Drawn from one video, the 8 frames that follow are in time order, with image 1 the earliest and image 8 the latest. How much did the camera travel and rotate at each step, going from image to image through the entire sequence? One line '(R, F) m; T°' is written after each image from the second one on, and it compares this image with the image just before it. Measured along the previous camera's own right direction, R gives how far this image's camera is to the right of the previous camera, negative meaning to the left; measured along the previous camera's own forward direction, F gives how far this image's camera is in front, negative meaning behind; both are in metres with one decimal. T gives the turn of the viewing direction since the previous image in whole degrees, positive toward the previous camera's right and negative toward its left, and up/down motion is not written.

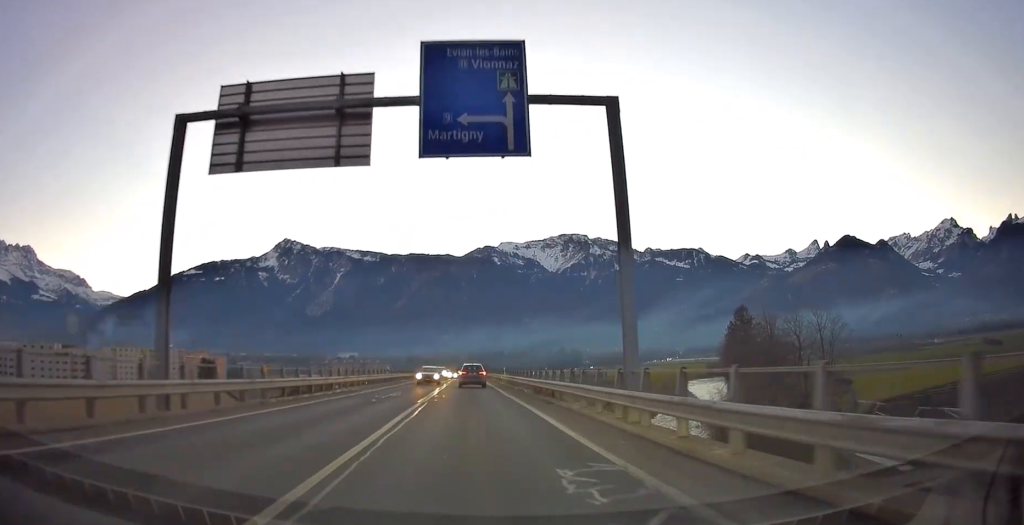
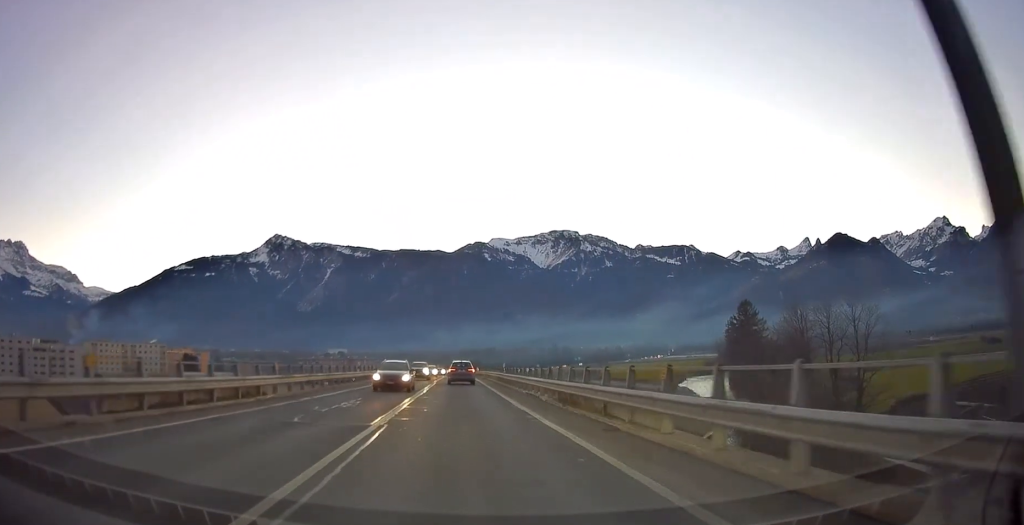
(+0.1, +9.4) m; +1°
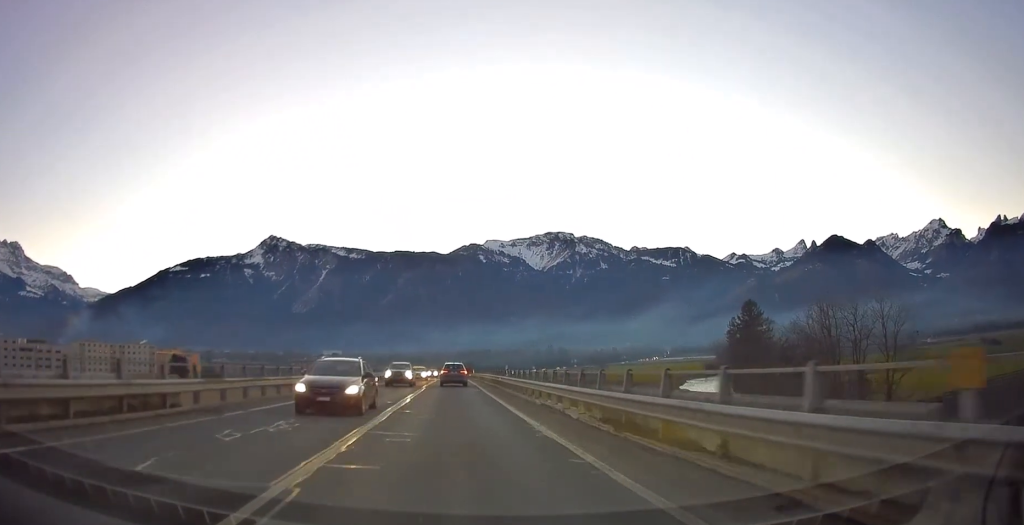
(+0.1, +6.7) m; +1°
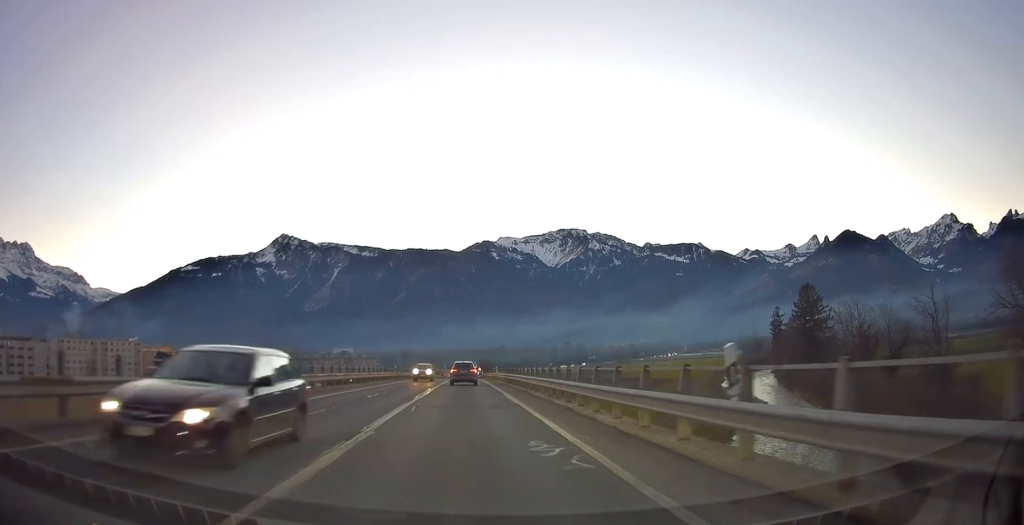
(-0.3, +26.3) m; -2°
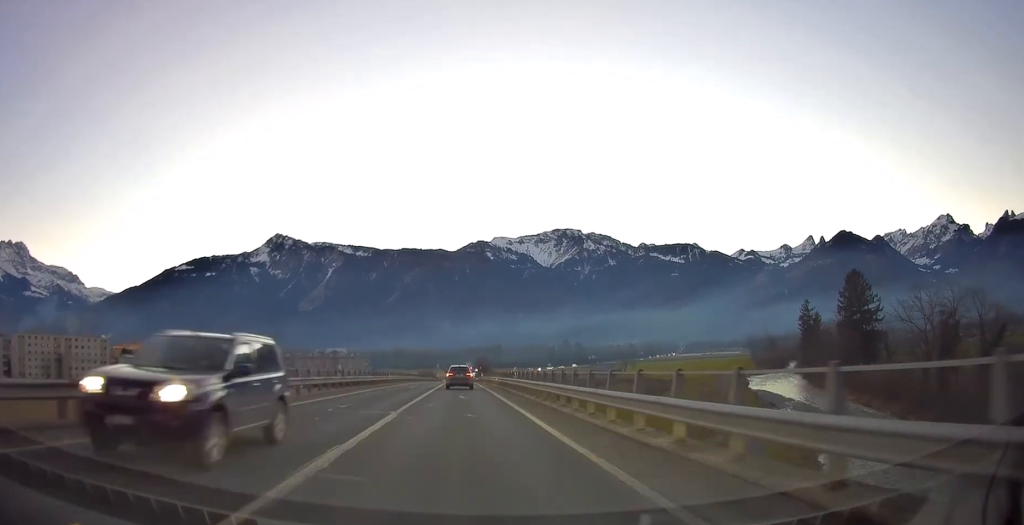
(+0.4, +23.3) m; +1°
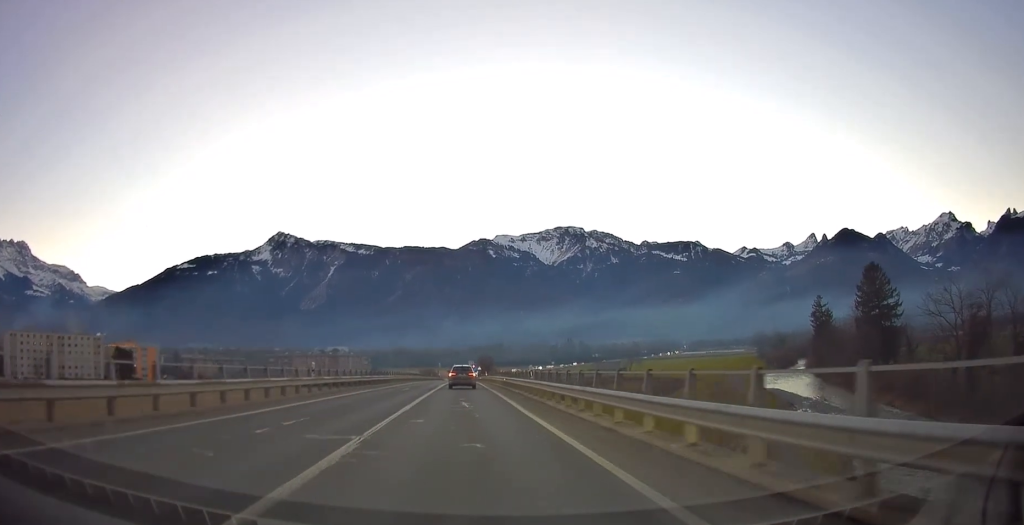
(+0.2, +6.6) m; 0°
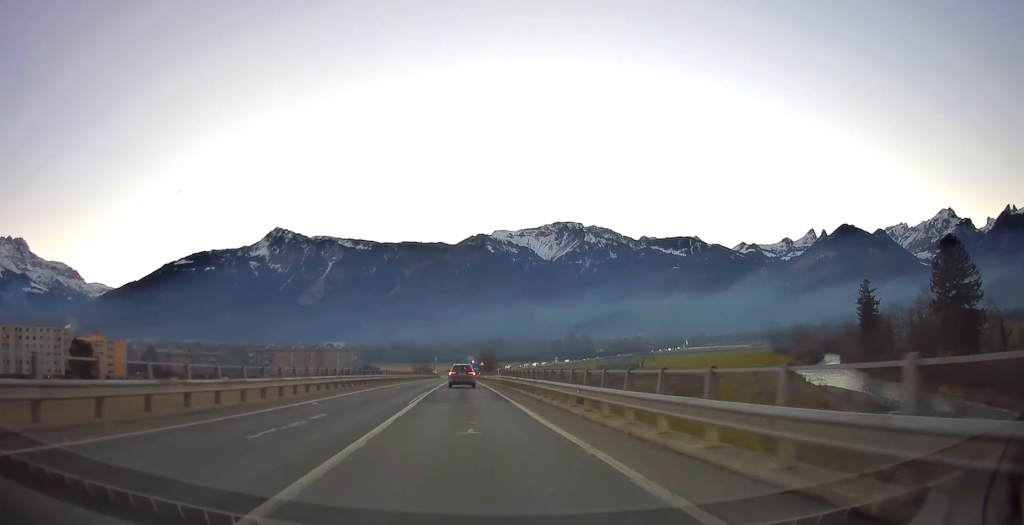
(-0.6, +25.9) m; 0°
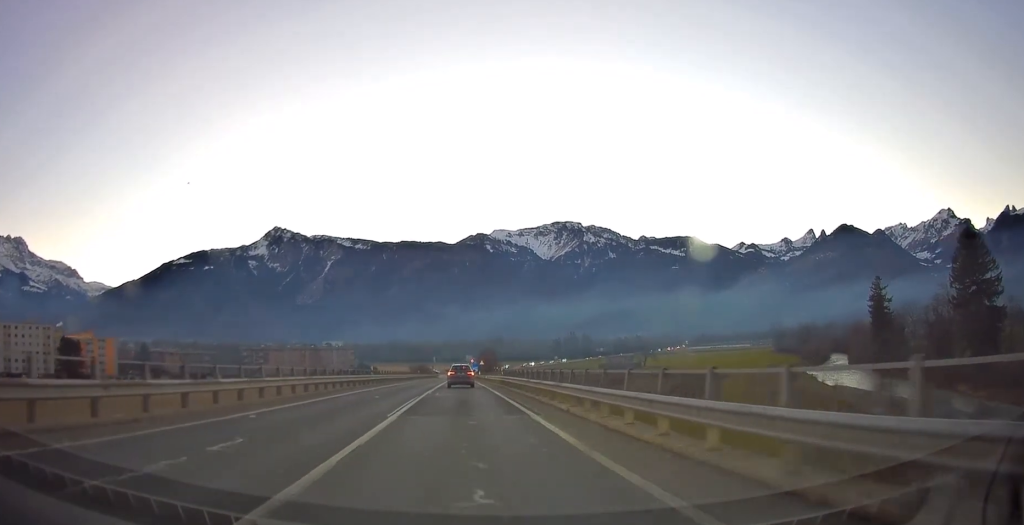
(0.0, +6.3) m; 0°
